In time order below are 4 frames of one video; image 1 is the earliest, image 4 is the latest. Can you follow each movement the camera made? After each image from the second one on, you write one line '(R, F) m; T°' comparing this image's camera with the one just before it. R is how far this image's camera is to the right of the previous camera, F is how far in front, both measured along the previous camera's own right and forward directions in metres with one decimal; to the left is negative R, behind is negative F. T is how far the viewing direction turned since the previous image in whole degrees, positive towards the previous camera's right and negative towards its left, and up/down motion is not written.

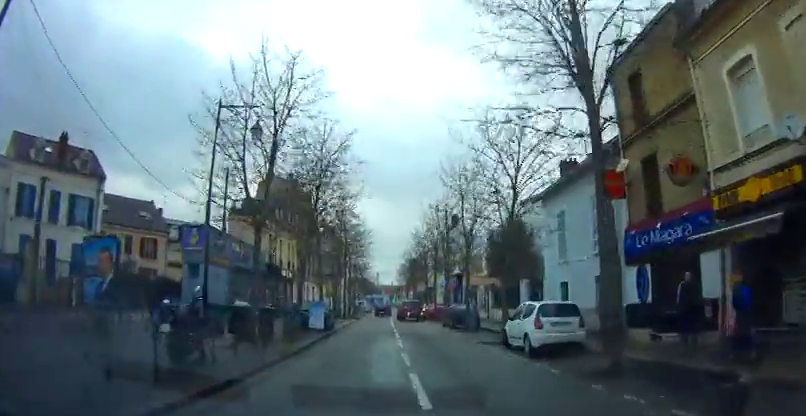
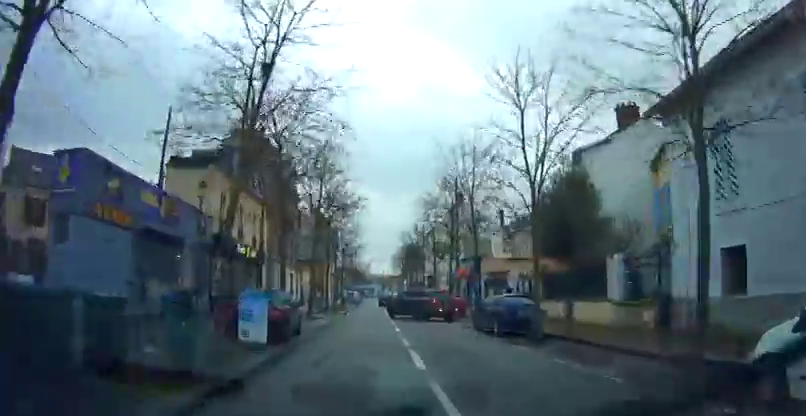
(-0.6, +11.0) m; -3°
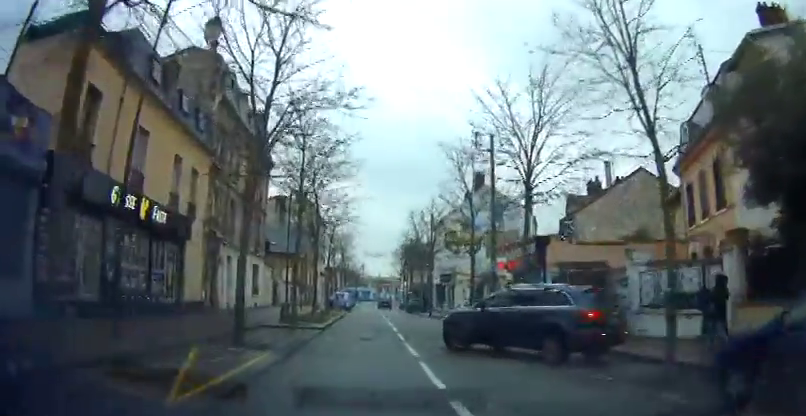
(+0.8, +13.9) m; +3°
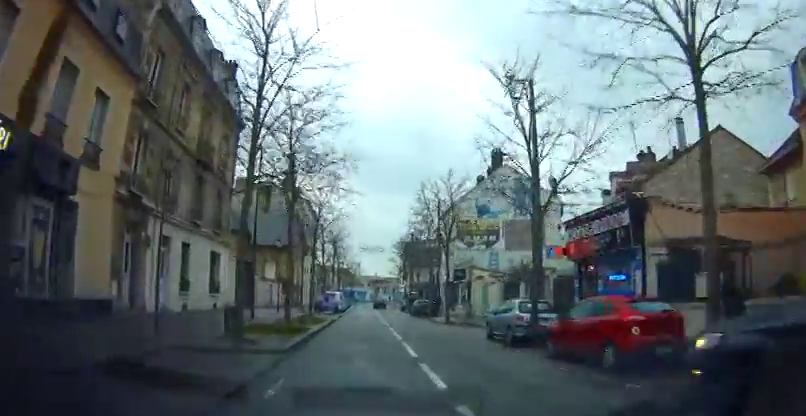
(-0.5, +8.8) m; -3°
